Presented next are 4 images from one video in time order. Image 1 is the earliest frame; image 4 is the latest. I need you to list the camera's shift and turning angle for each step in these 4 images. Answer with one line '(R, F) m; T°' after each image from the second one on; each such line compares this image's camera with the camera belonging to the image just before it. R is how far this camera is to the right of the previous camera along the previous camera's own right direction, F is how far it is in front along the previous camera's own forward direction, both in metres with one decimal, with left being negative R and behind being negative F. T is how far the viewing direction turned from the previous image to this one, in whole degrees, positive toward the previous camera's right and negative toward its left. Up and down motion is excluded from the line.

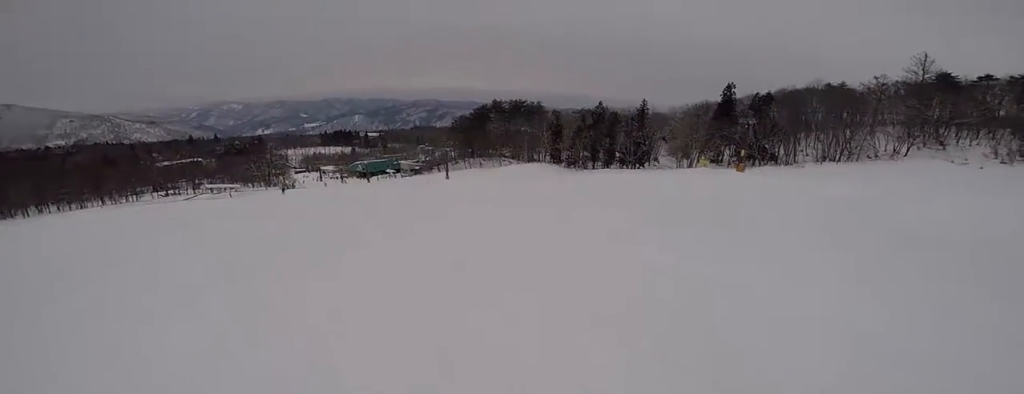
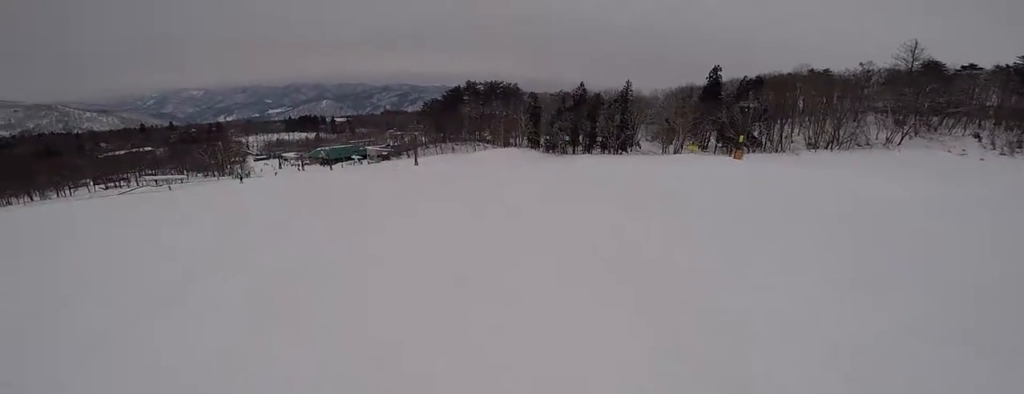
(+1.0, +6.2) m; +7°
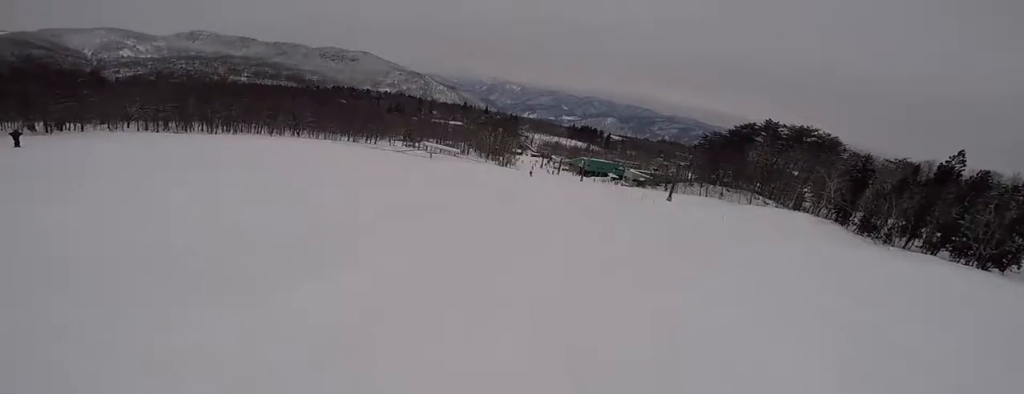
(-1.7, +14.8) m; -29°
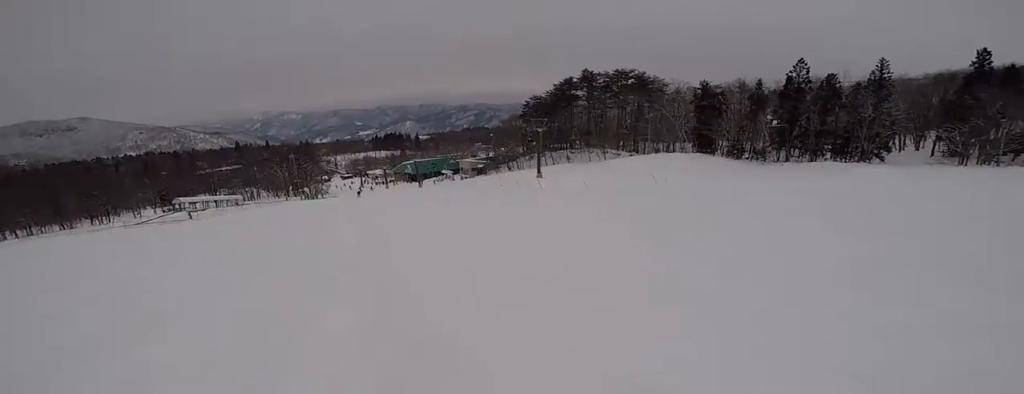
(-2.1, +19.6) m; +10°
